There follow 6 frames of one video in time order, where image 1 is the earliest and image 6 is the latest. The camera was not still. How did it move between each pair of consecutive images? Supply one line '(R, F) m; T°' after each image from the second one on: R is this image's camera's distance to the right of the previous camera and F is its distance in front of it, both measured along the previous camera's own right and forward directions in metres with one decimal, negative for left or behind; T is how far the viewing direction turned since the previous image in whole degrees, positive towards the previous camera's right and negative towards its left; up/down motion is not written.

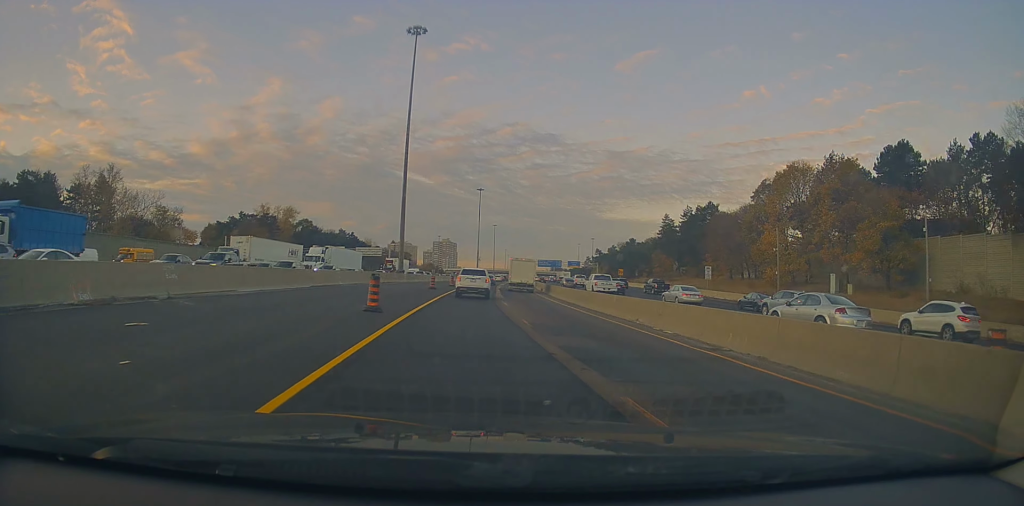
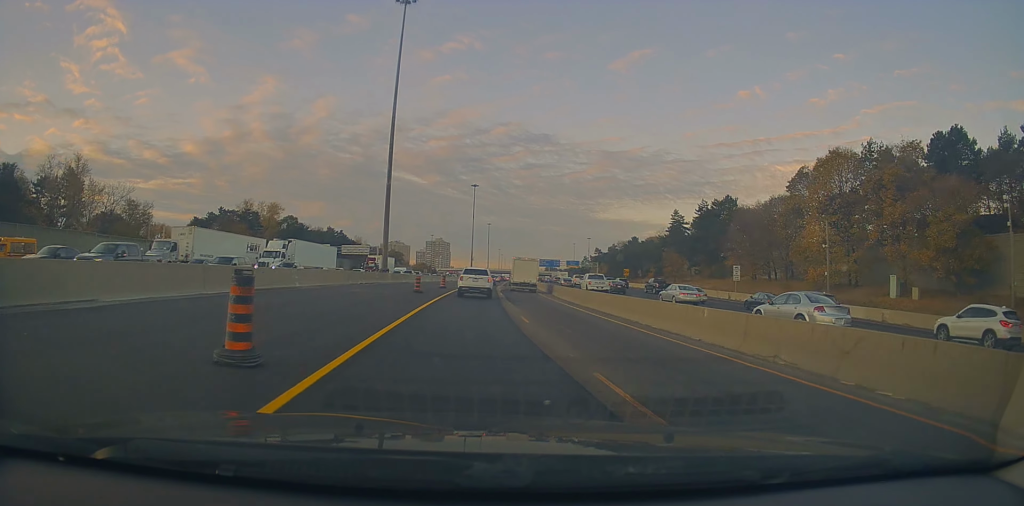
(-0.1, +10.4) m; +1°
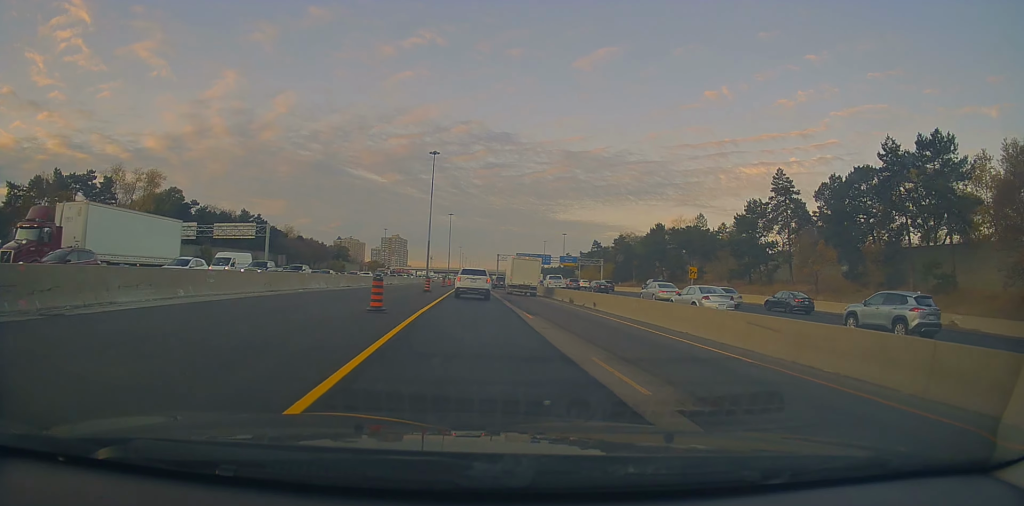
(+2.4, +59.1) m; +5°
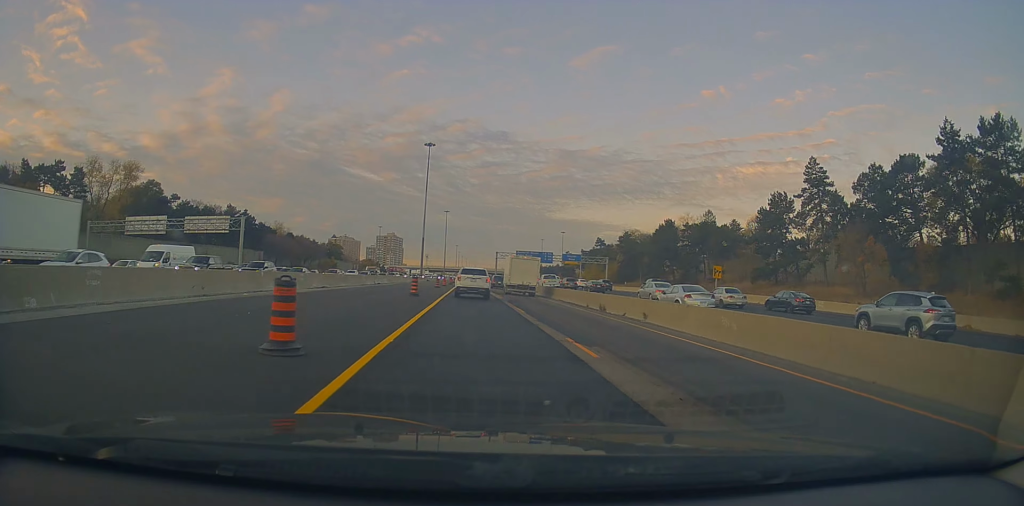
(0.0, +9.0) m; 0°
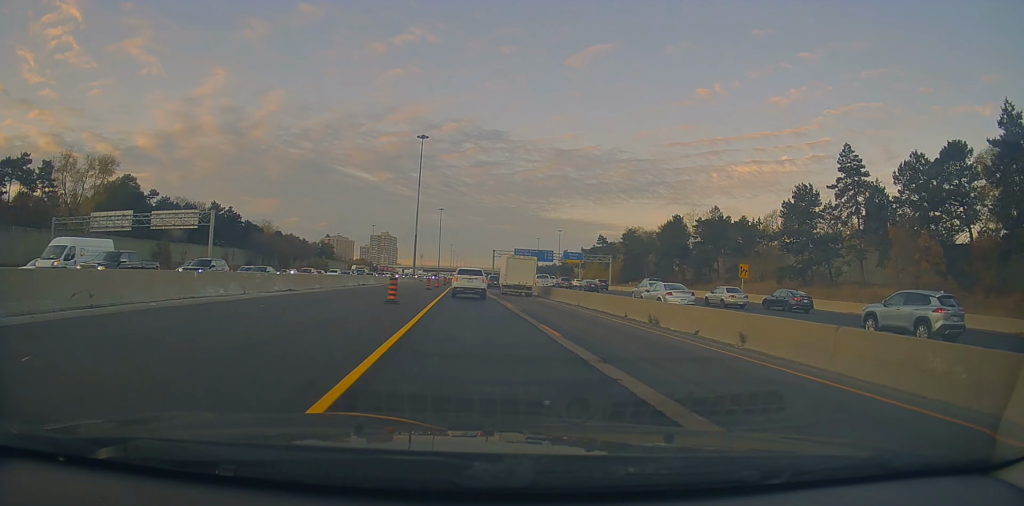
(-0.1, +8.4) m; 0°
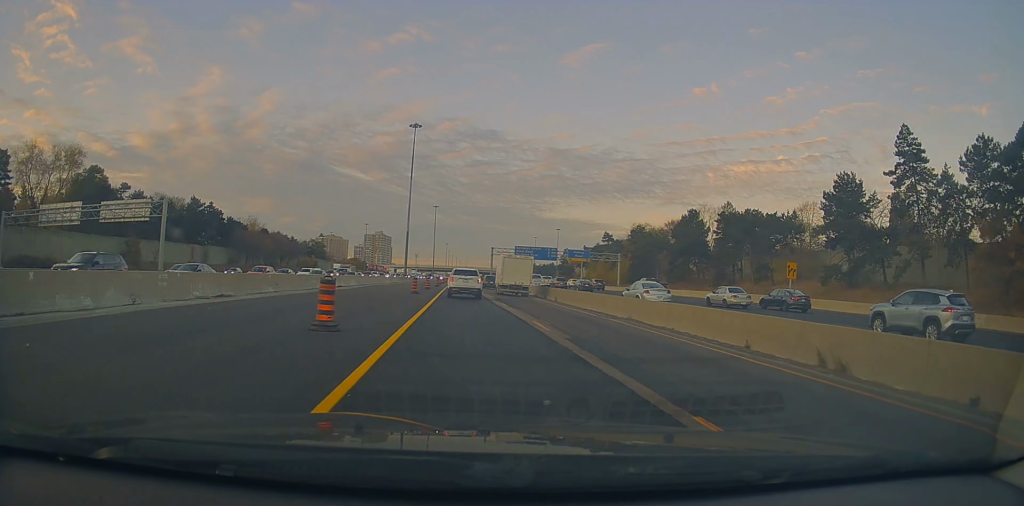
(0.0, +11.0) m; 0°
